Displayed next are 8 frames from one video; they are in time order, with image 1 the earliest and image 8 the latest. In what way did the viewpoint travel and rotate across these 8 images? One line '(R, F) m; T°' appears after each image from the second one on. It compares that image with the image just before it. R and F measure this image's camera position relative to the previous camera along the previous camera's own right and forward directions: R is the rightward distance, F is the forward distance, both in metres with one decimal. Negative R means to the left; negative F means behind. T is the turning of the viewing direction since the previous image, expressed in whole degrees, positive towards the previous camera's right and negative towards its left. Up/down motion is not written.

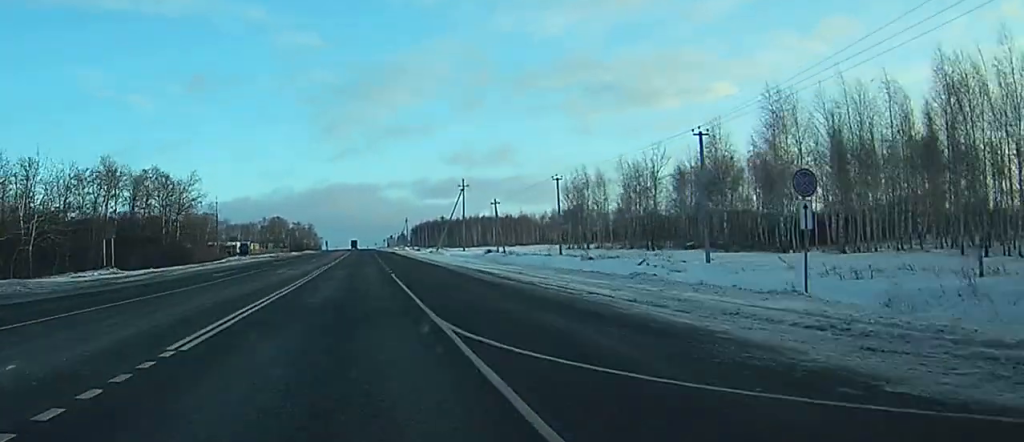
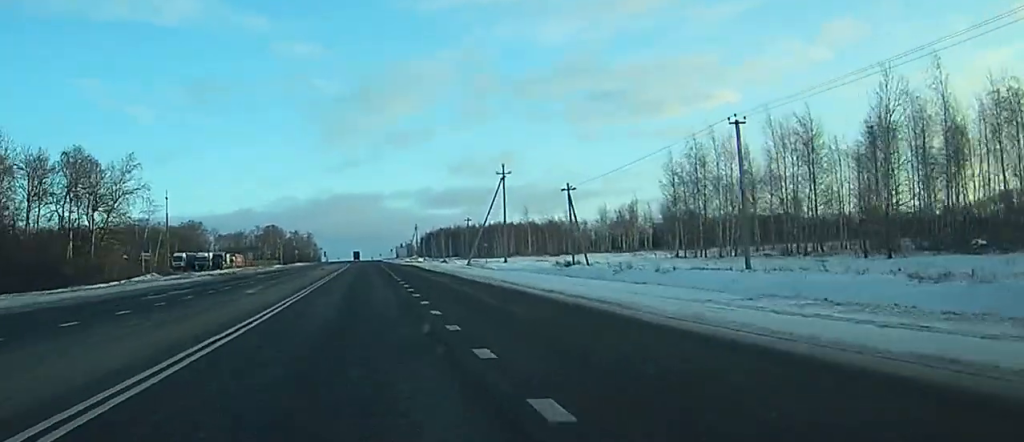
(0.0, +45.7) m; 0°
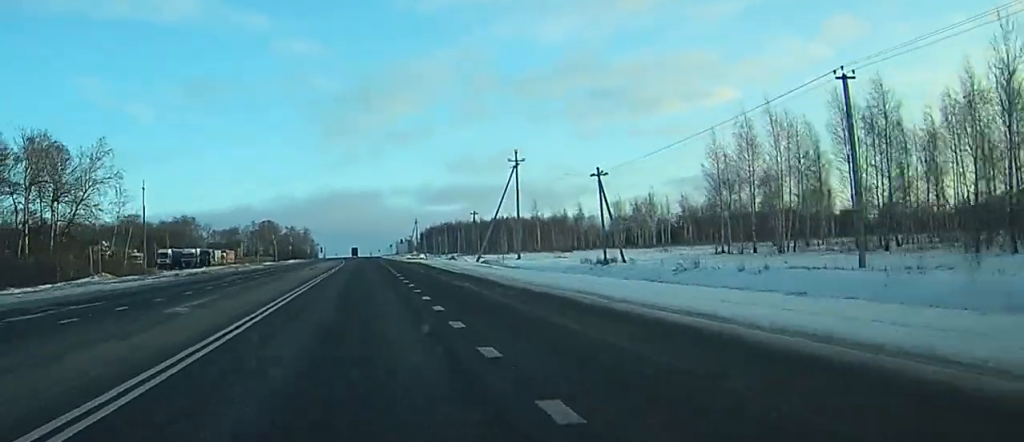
(0.0, +12.1) m; 0°
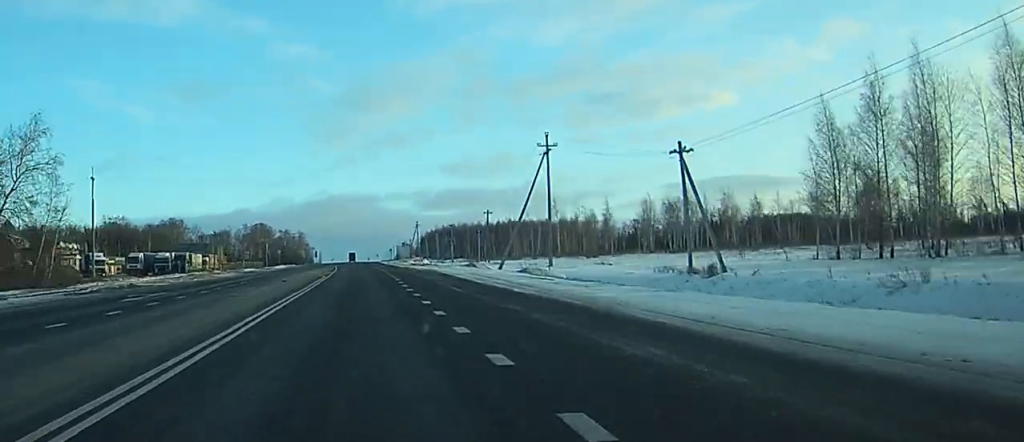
(0.0, +20.4) m; 0°
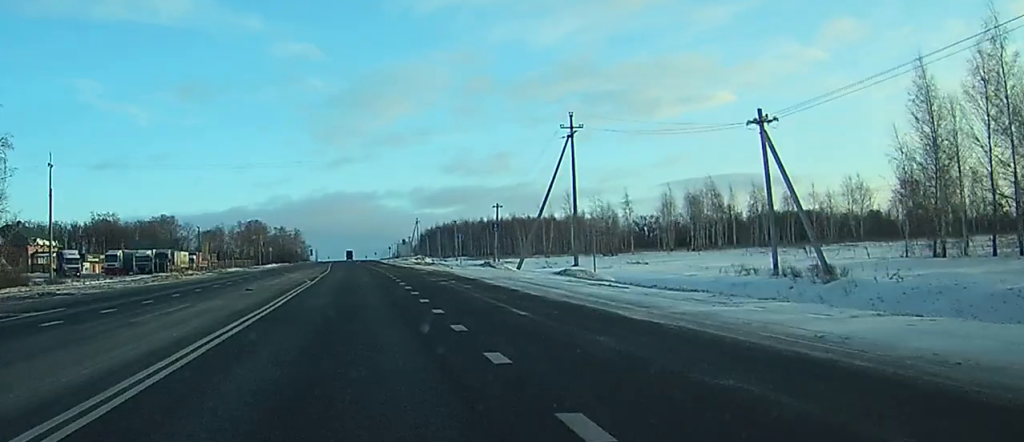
(0.0, +12.1) m; 0°
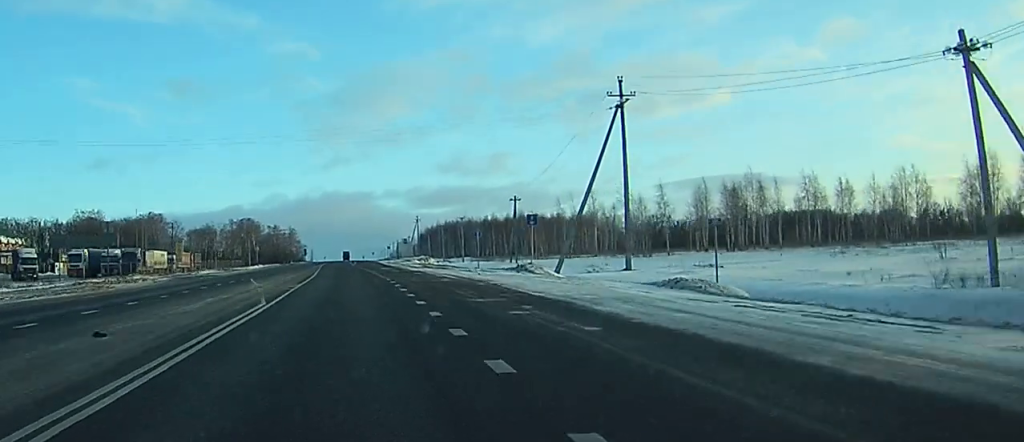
(0.0, +16.6) m; 0°
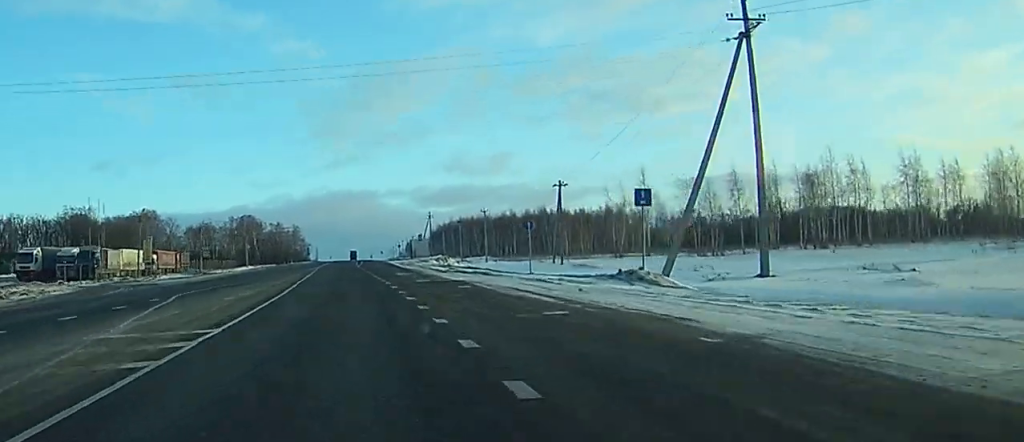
(0.0, +21.2) m; 0°
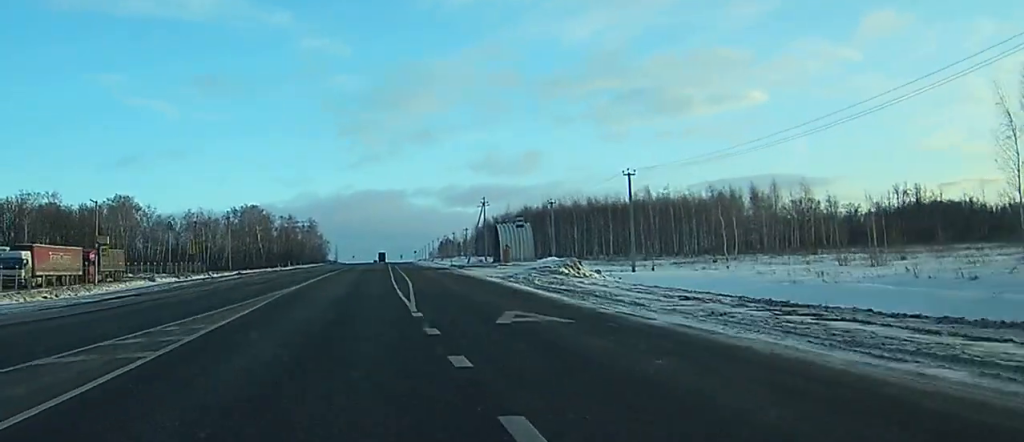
(-0.6, +64.9) m; -1°
